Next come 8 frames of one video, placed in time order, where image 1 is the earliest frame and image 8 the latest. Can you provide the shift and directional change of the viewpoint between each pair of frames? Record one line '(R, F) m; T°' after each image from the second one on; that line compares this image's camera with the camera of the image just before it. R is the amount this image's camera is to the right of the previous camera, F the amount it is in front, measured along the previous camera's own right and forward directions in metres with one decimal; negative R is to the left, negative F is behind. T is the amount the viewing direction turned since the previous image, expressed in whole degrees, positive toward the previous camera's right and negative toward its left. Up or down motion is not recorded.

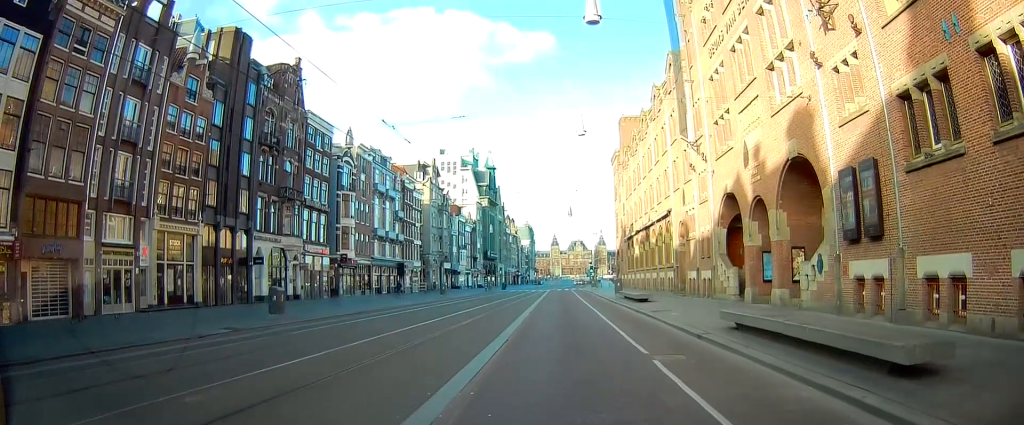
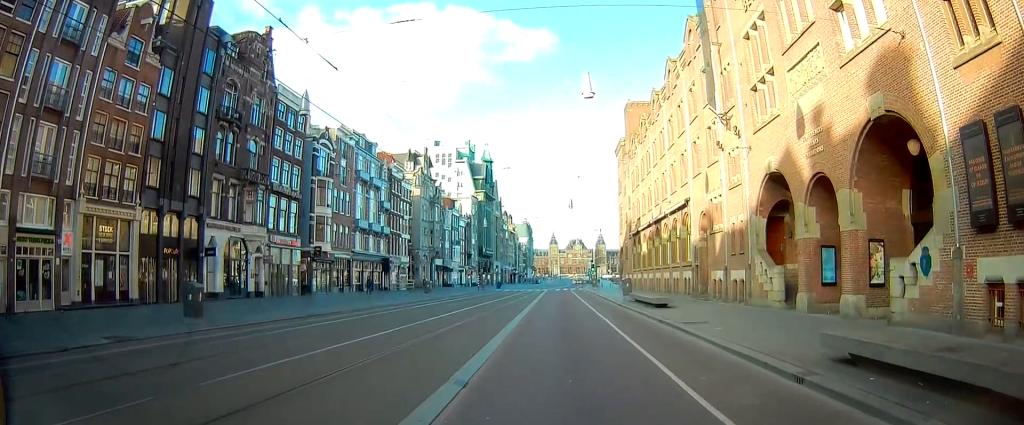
(-0.2, +6.4) m; -2°
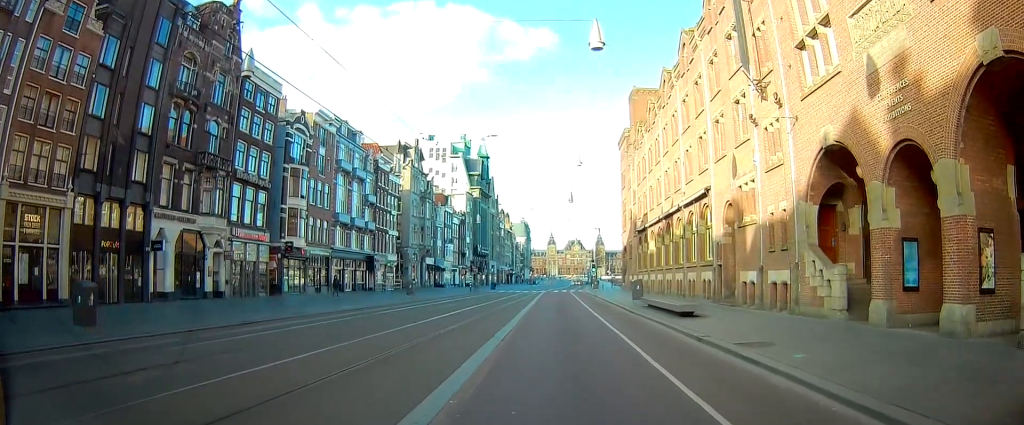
(0.0, +4.5) m; +2°
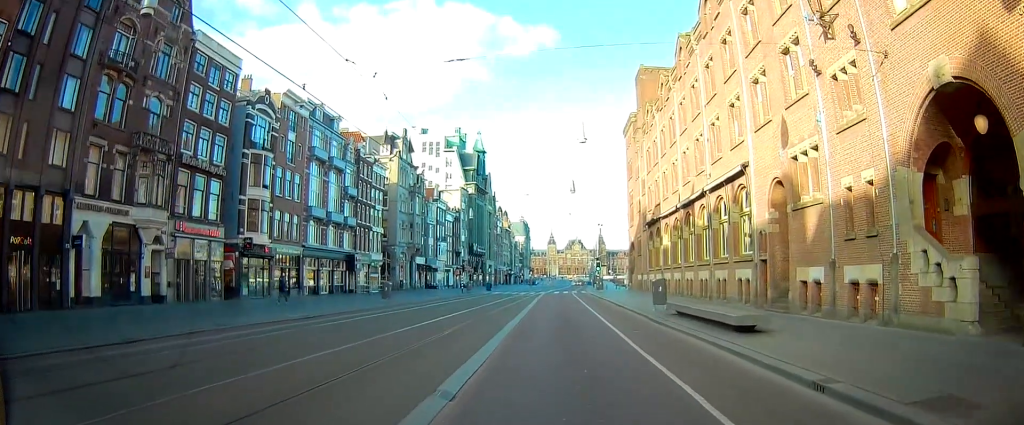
(+0.1, +4.5) m; +4°
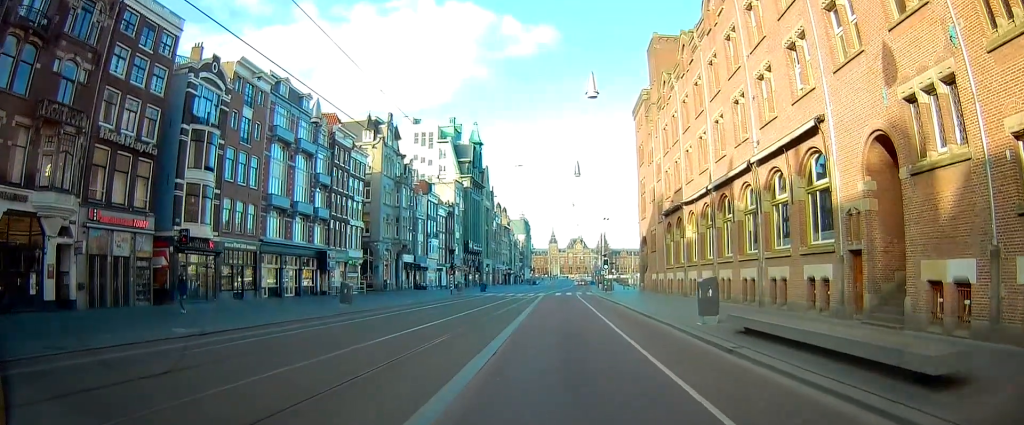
(0.0, +7.7) m; -2°
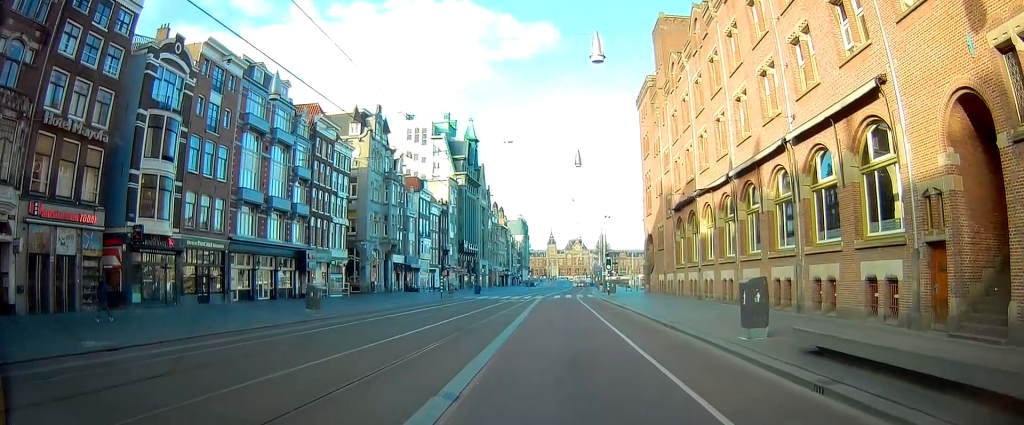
(-0.3, +4.1) m; 0°
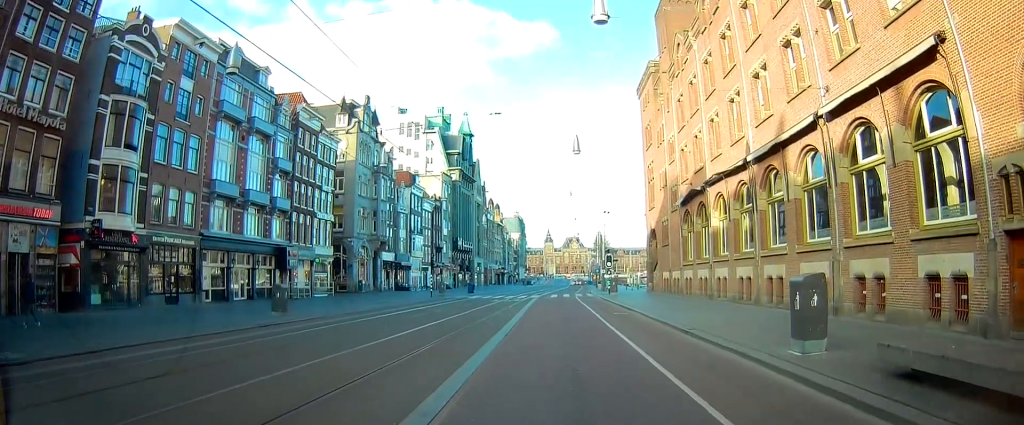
(+0.1, +3.0) m; -1°
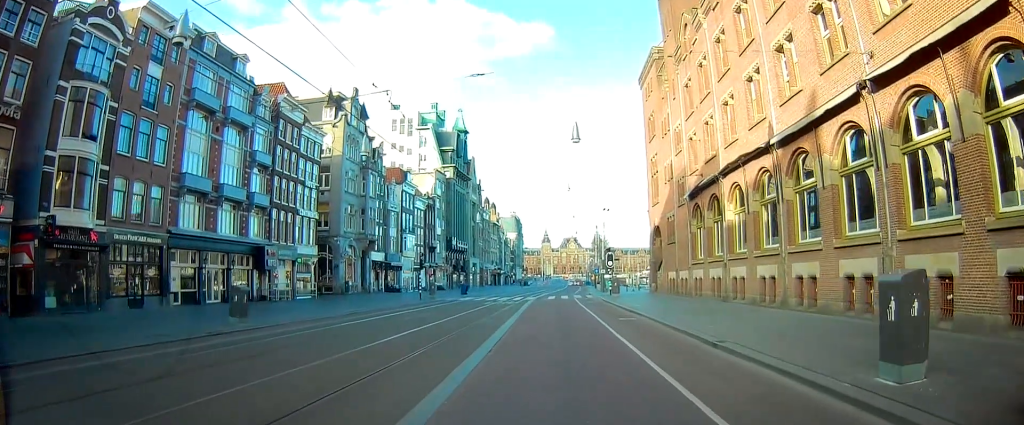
(+0.3, +3.2) m; -2°
